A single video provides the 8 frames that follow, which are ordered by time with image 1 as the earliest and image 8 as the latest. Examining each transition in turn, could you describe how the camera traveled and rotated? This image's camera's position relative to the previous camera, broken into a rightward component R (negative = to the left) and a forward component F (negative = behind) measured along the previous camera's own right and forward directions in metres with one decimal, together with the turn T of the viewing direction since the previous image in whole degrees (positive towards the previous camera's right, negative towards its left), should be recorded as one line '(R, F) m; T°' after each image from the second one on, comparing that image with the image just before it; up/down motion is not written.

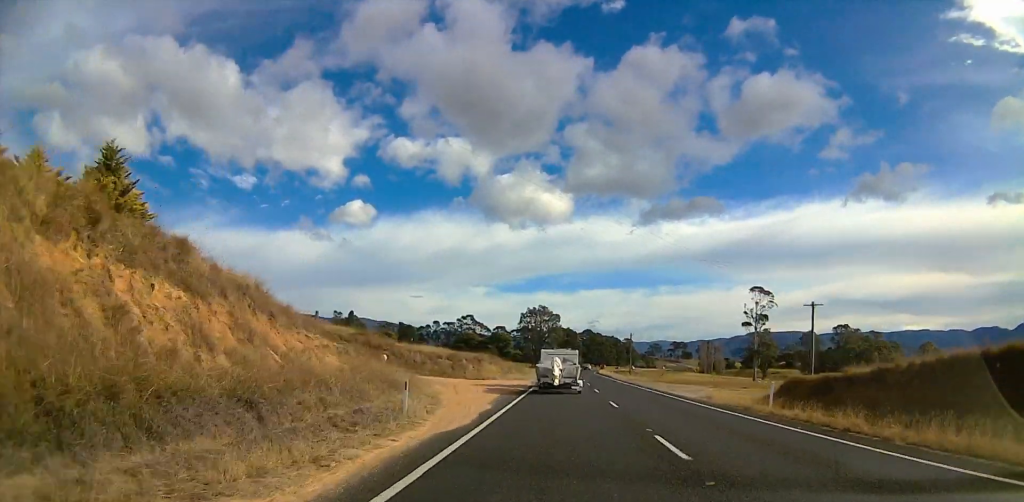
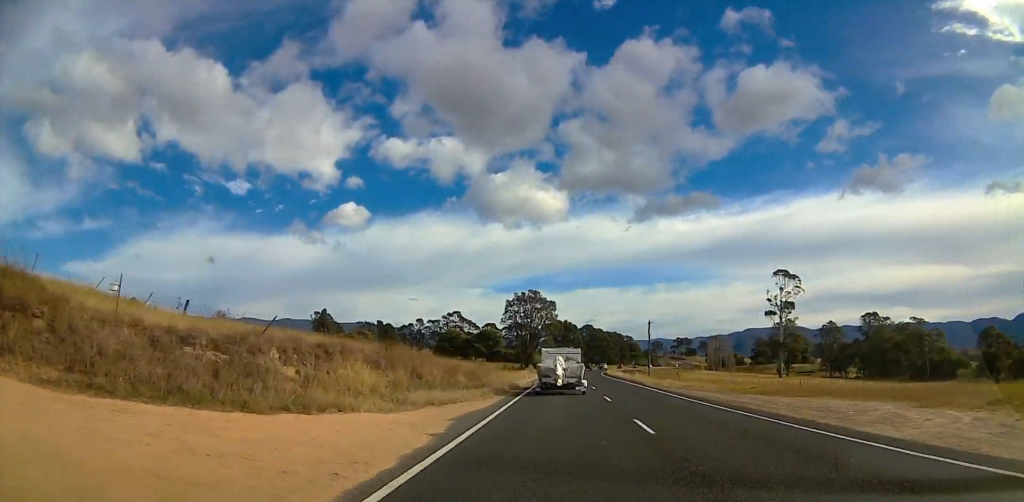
(+0.5, +32.4) m; 0°
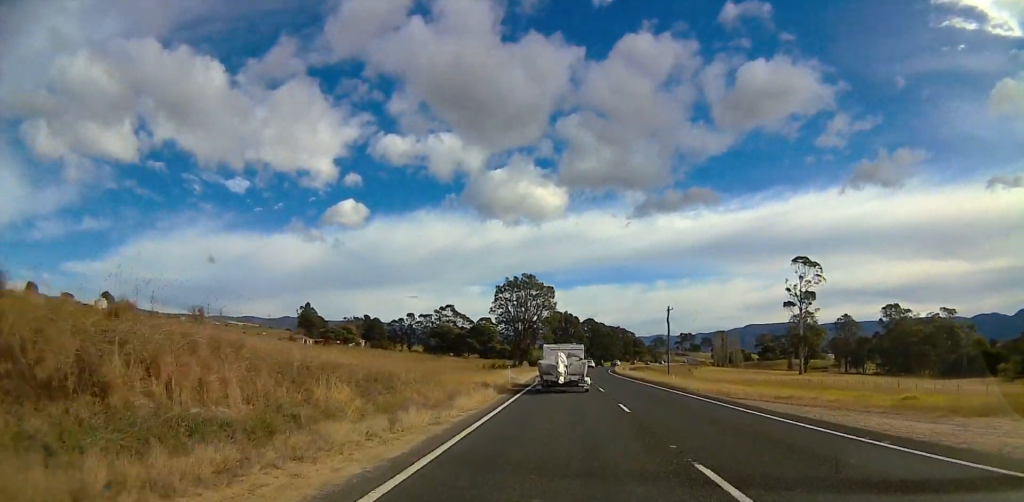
(-0.2, +19.0) m; -1°
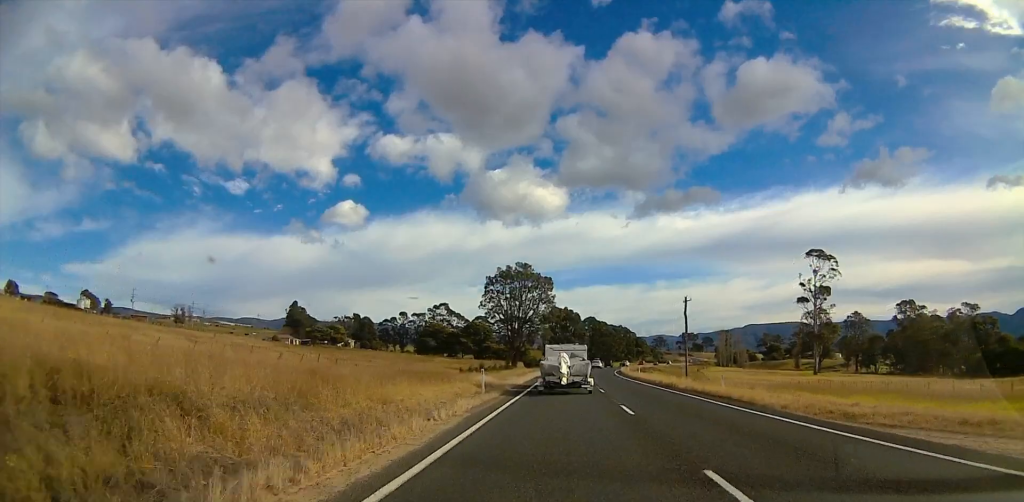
(-0.2, +12.7) m; -1°
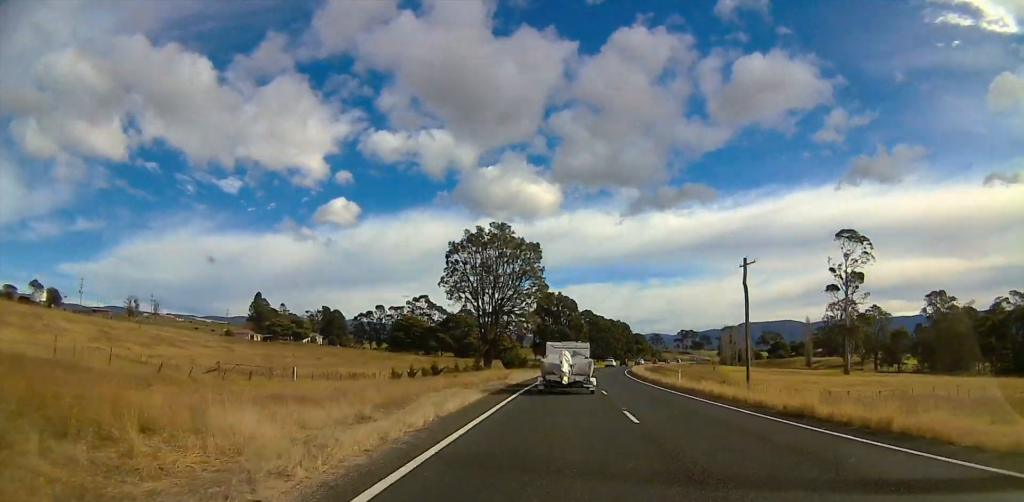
(-0.1, +27.1) m; +2°
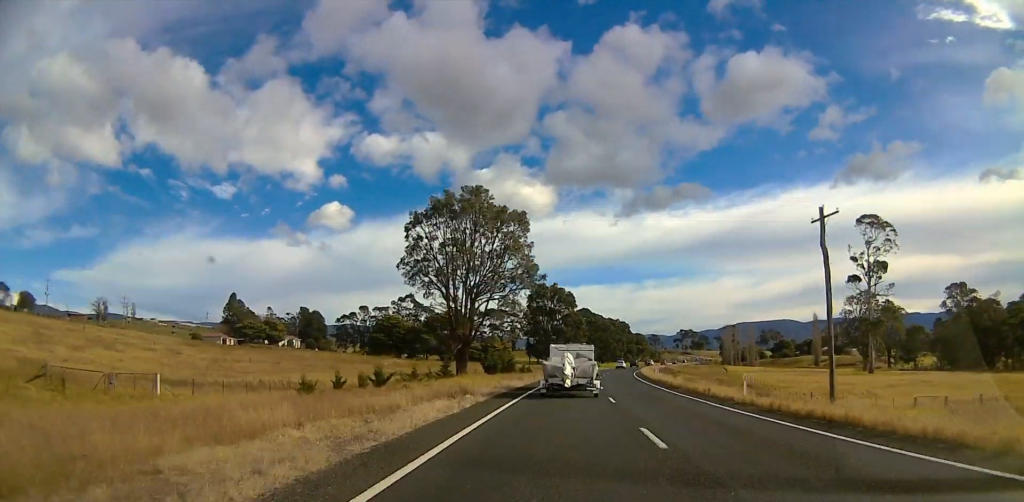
(+0.4, +16.1) m; +1°
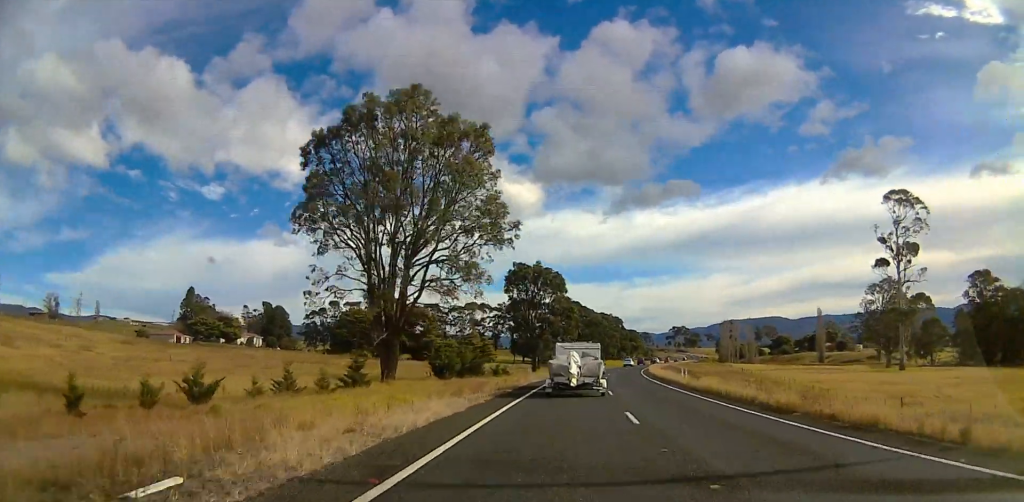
(+0.4, +20.5) m; +1°
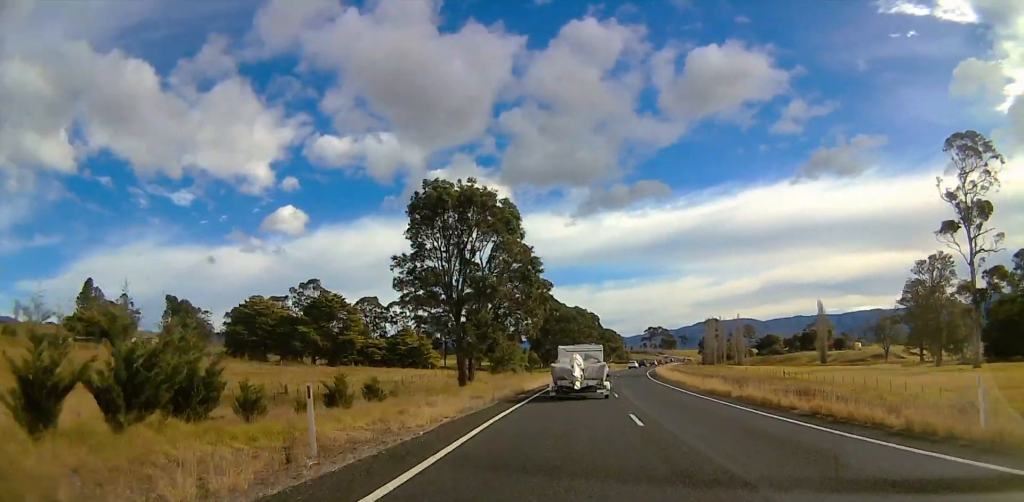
(+0.3, +37.6) m; +1°
